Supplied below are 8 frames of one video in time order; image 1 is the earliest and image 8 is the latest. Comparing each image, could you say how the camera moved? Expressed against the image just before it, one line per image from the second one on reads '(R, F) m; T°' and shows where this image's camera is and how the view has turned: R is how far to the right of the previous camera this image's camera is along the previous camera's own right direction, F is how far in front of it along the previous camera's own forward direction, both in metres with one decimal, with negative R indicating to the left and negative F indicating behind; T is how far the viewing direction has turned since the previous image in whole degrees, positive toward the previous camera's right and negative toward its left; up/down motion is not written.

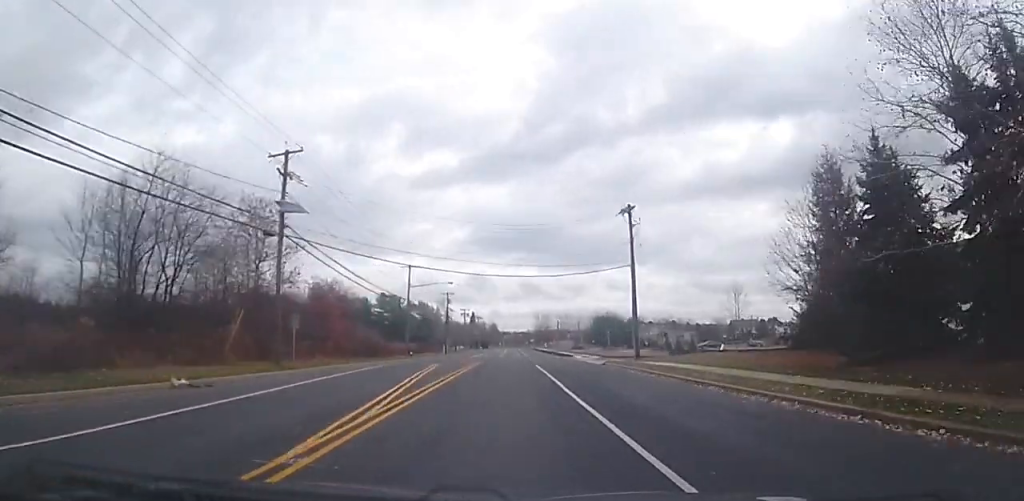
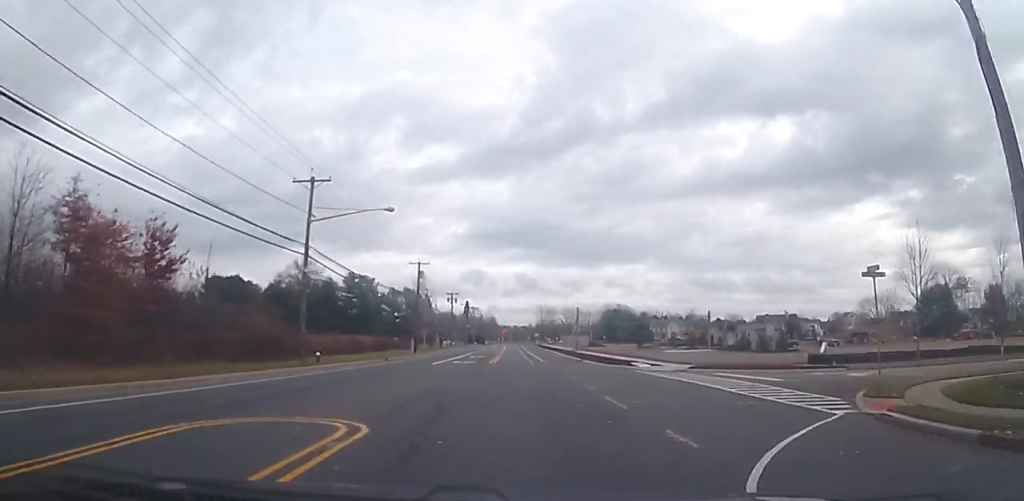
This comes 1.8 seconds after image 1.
(+0.1, +31.7) m; 0°
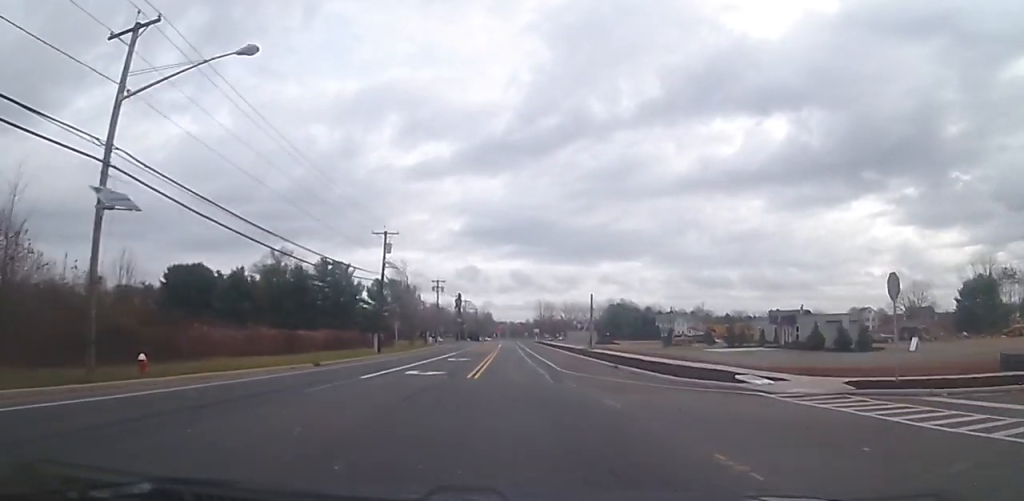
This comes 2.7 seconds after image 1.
(+0.1, +16.7) m; 0°
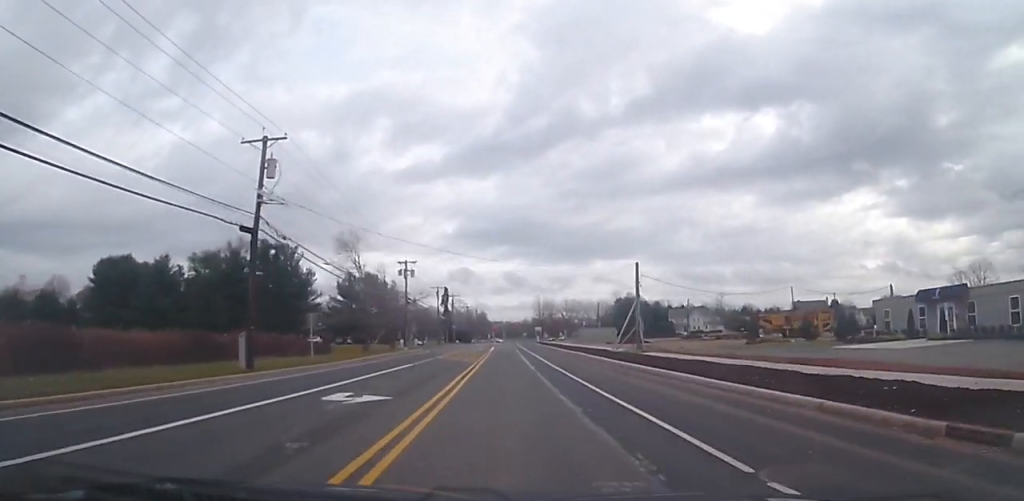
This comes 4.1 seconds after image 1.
(0.0, +24.6) m; +1°
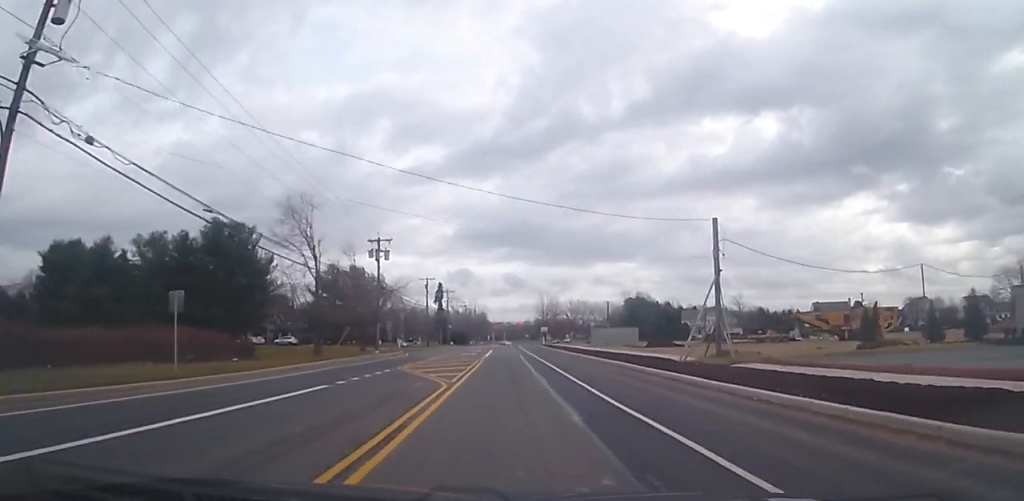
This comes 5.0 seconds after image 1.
(+0.1, +14.8) m; 0°
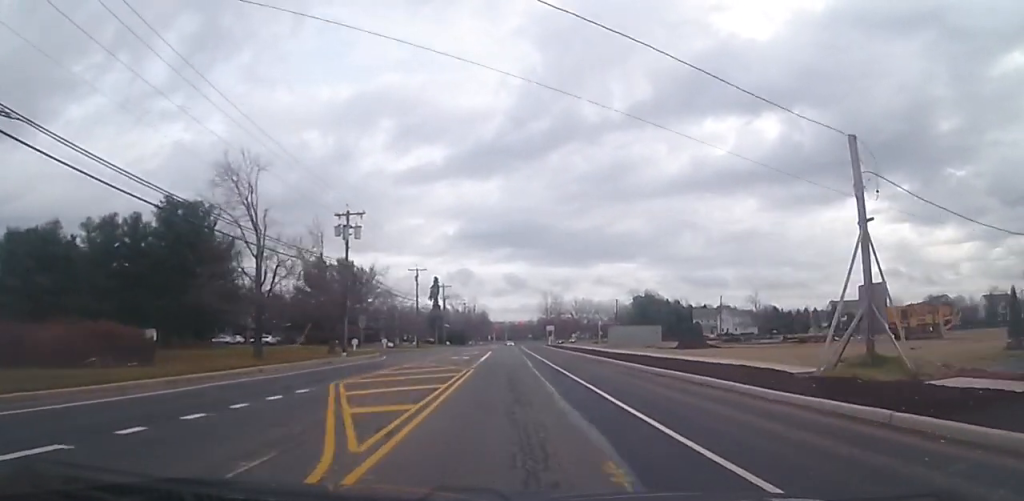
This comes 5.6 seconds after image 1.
(0.0, +10.7) m; -1°
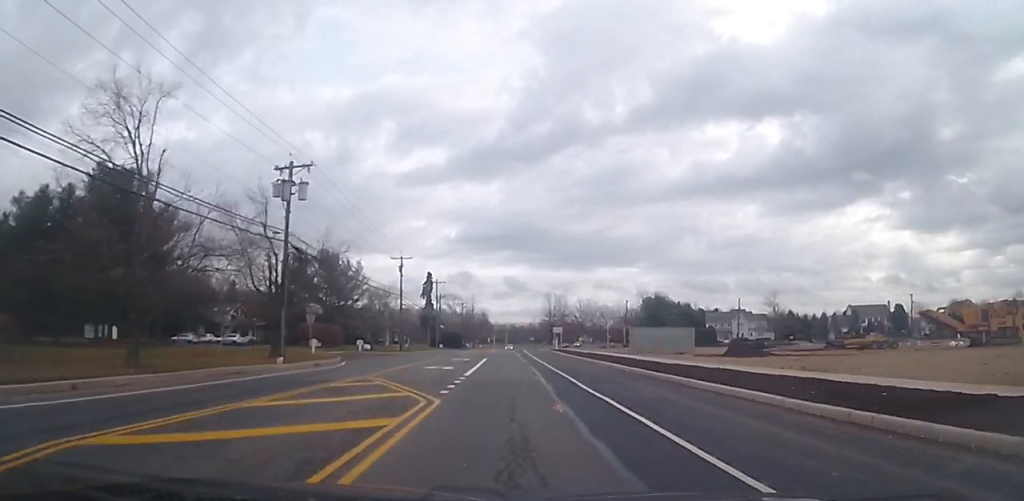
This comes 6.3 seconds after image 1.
(+0.1, +11.7) m; -1°
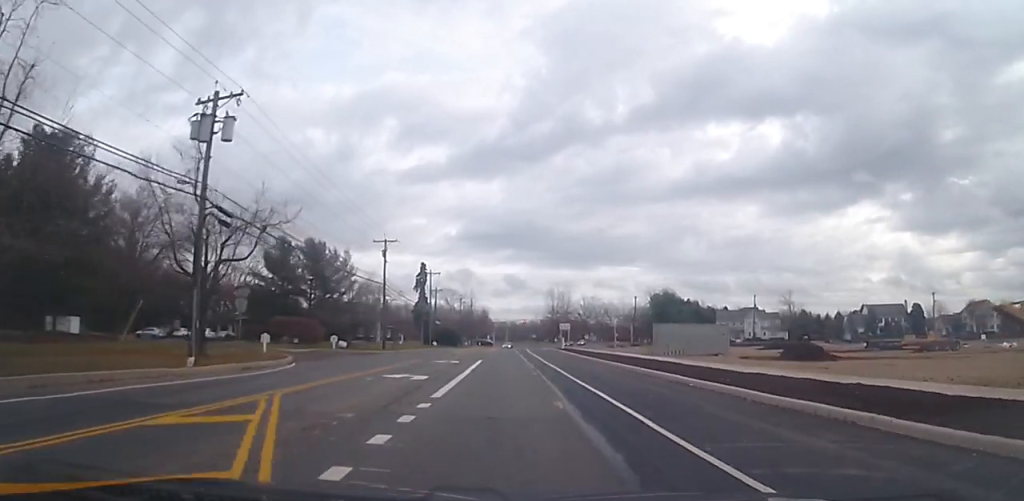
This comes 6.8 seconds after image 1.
(-0.2, +8.8) m; 0°
